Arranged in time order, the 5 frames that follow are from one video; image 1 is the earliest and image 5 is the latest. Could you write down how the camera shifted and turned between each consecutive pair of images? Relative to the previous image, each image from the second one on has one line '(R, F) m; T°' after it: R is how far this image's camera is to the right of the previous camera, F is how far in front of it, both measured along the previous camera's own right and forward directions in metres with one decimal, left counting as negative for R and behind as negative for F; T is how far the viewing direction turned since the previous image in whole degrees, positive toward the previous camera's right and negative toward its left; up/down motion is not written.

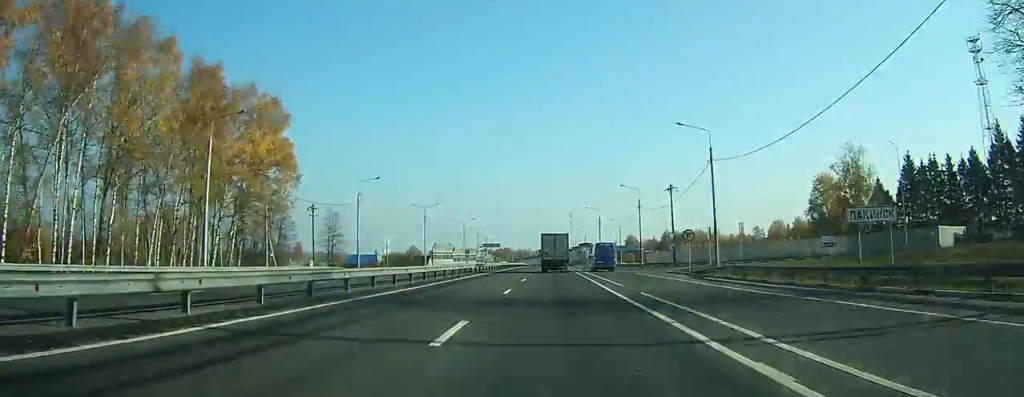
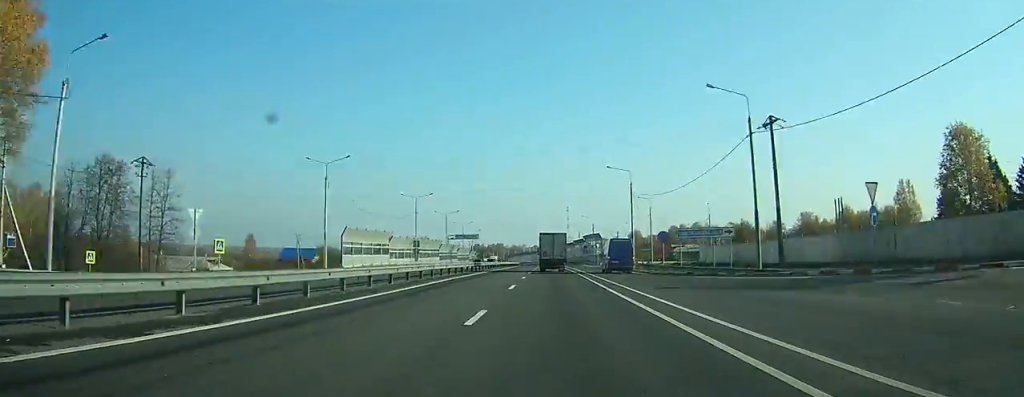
(-0.2, +47.5) m; 0°
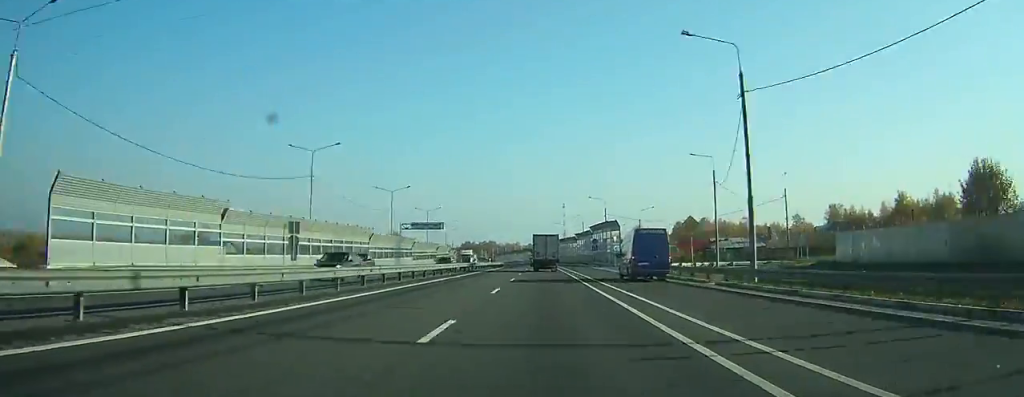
(0.0, +37.9) m; 0°
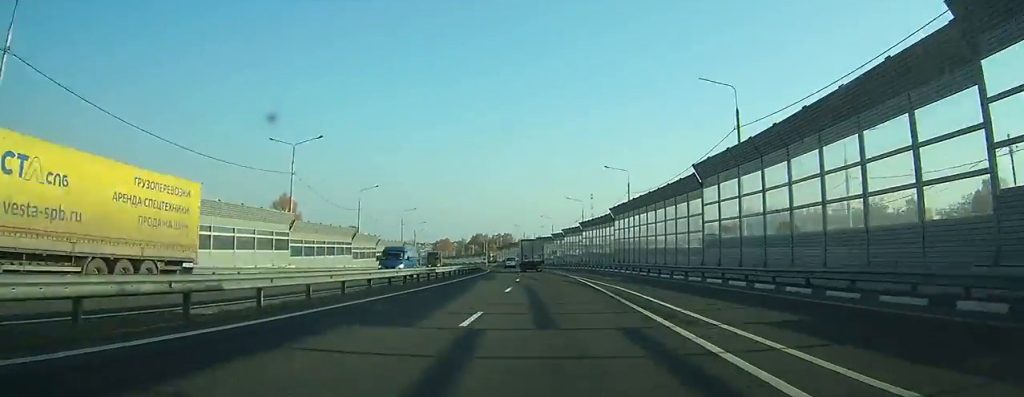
(-0.8, +90.3) m; -3°
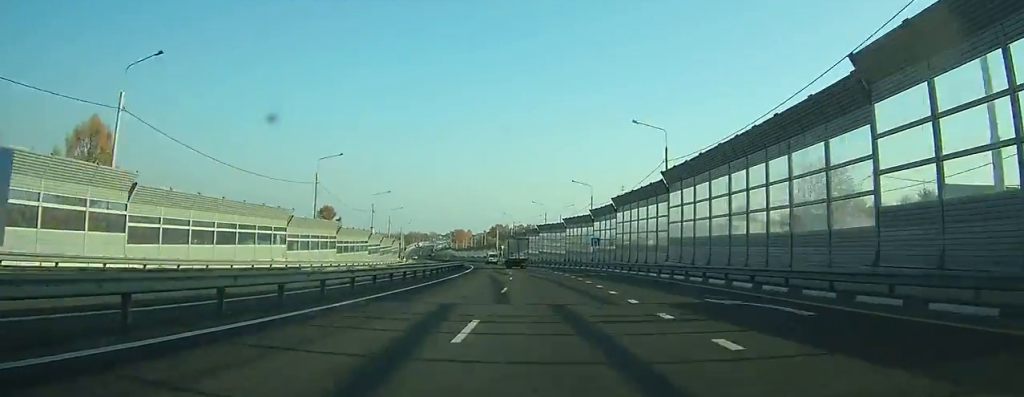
(-1.2, +49.9) m; -2°
